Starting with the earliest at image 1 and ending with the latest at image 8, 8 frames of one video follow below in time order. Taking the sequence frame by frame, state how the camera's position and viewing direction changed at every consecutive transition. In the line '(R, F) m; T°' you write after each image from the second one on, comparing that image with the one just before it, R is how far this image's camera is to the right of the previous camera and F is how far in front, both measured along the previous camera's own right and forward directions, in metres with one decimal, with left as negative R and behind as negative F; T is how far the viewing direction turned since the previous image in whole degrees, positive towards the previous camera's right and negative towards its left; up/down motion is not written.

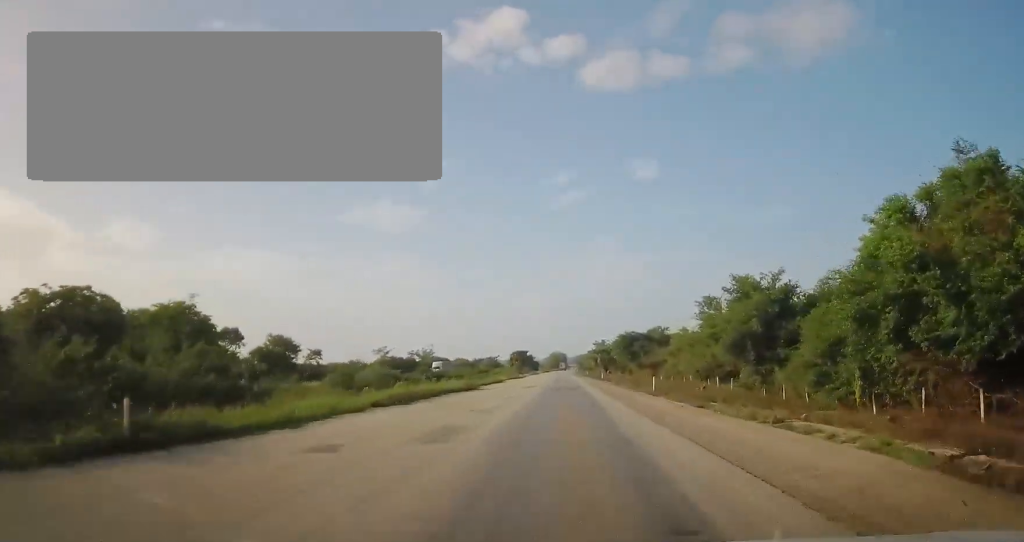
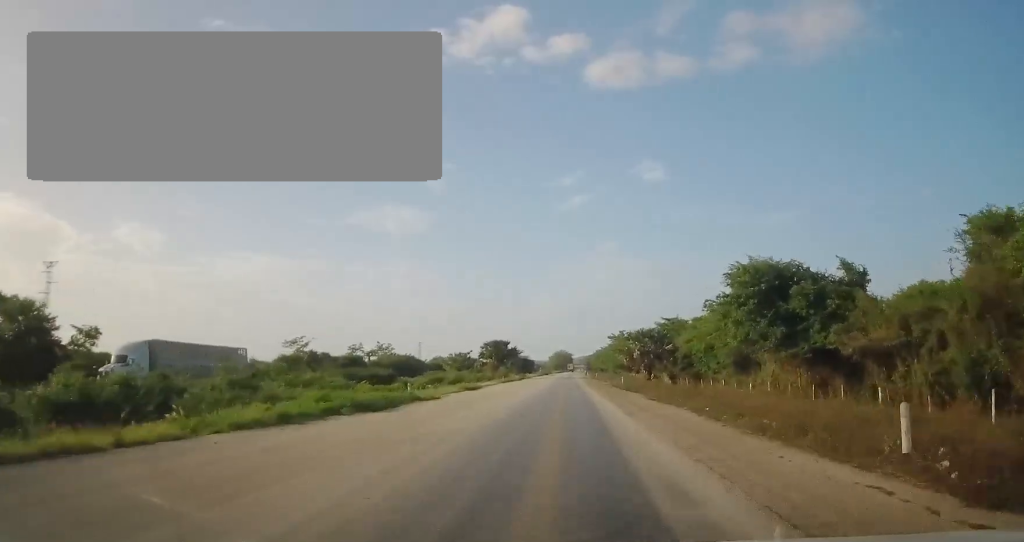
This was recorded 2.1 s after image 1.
(0.0, +61.5) m; 0°
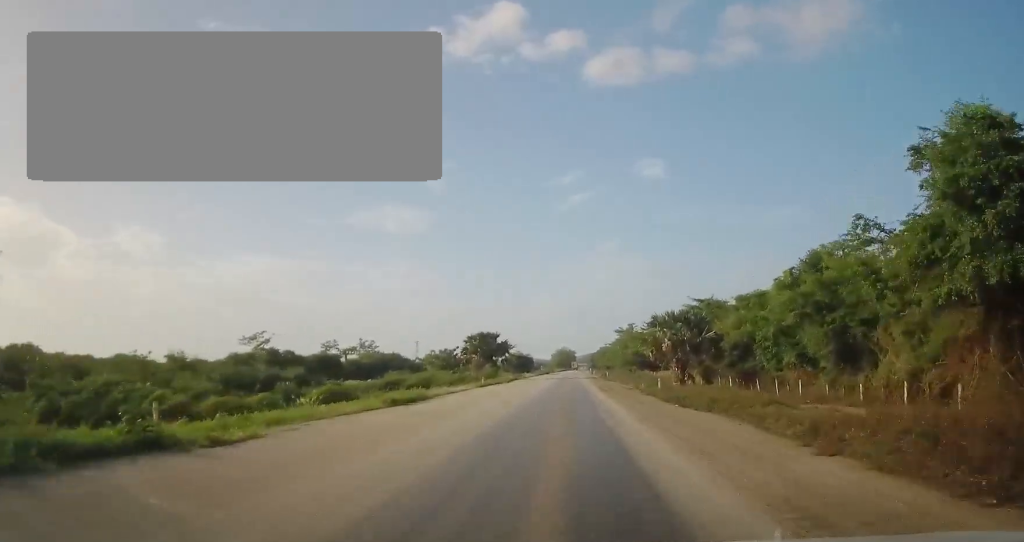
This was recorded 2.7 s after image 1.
(-0.3, +17.9) m; -1°
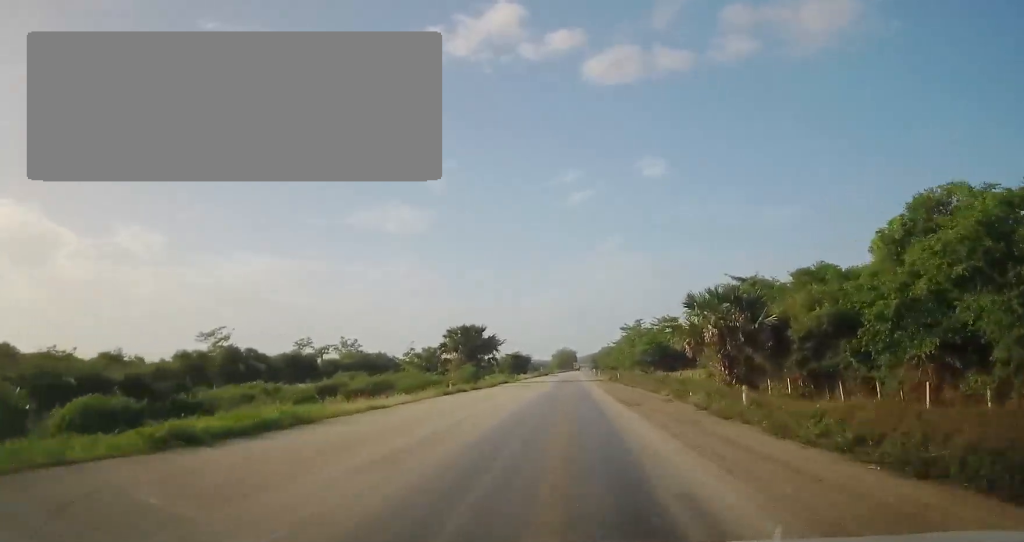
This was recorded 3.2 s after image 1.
(-0.1, +14.1) m; 0°
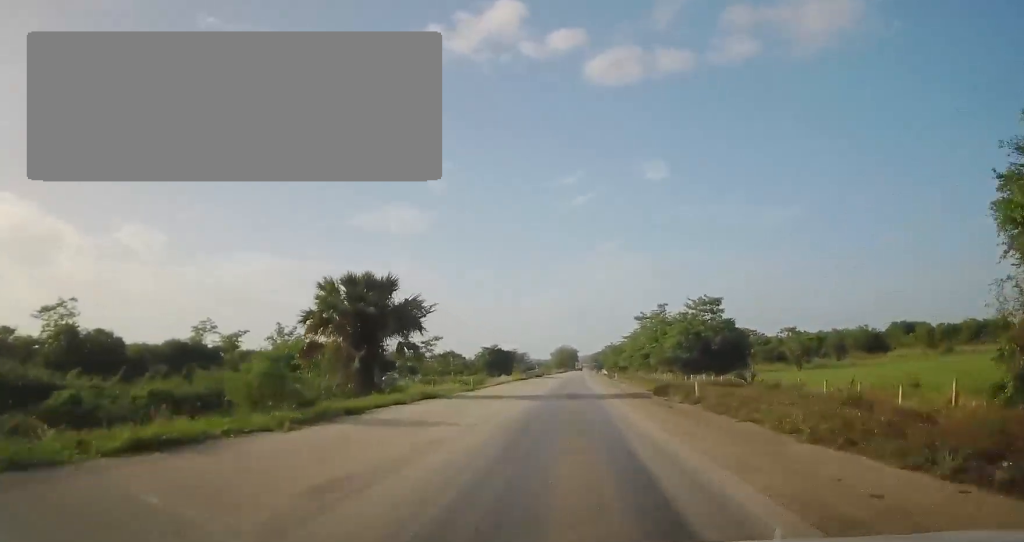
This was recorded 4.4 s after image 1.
(0.0, +33.8) m; 0°
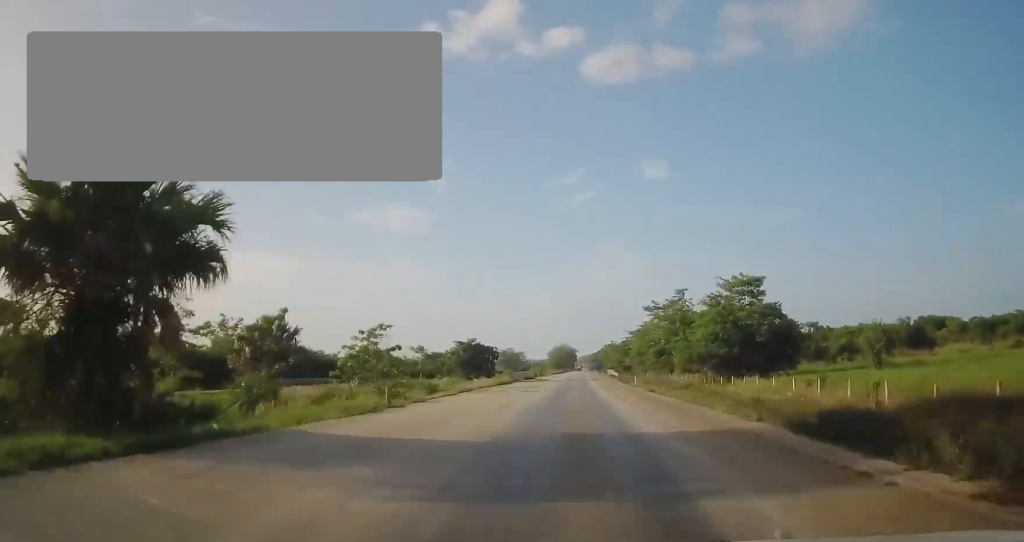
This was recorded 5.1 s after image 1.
(-0.1, +19.4) m; 0°
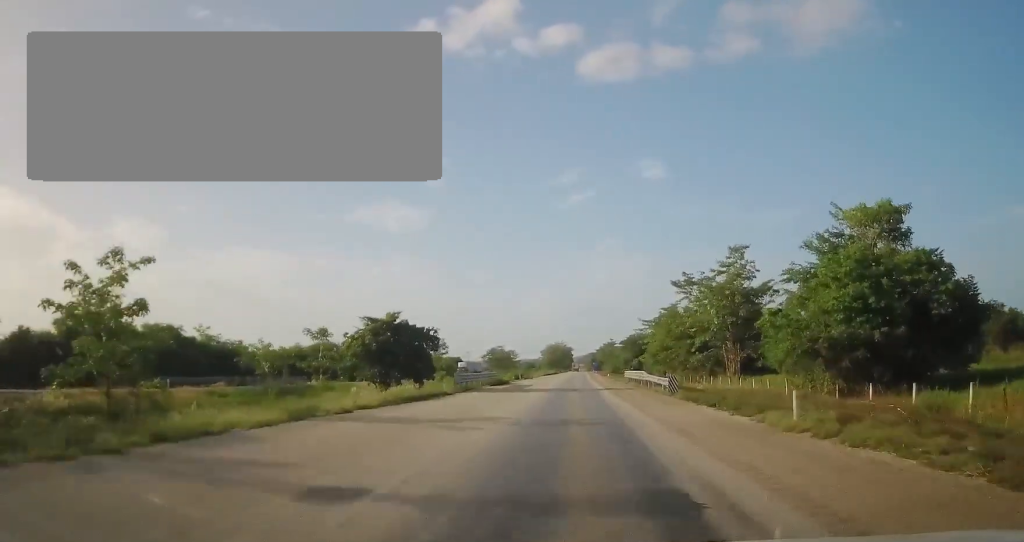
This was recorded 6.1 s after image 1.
(+0.1, +30.4) m; 0°
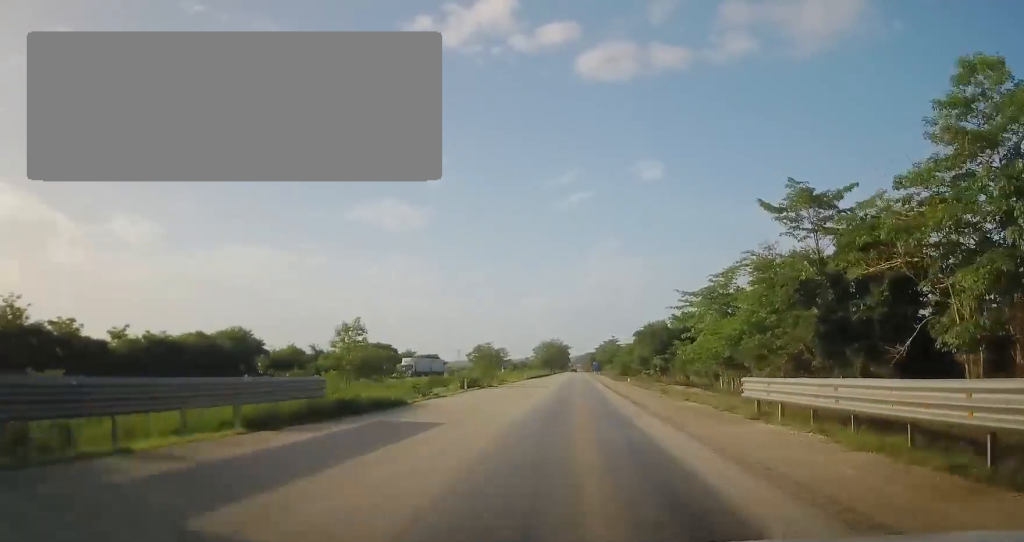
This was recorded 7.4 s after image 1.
(+0.2, +36.2) m; +1°
